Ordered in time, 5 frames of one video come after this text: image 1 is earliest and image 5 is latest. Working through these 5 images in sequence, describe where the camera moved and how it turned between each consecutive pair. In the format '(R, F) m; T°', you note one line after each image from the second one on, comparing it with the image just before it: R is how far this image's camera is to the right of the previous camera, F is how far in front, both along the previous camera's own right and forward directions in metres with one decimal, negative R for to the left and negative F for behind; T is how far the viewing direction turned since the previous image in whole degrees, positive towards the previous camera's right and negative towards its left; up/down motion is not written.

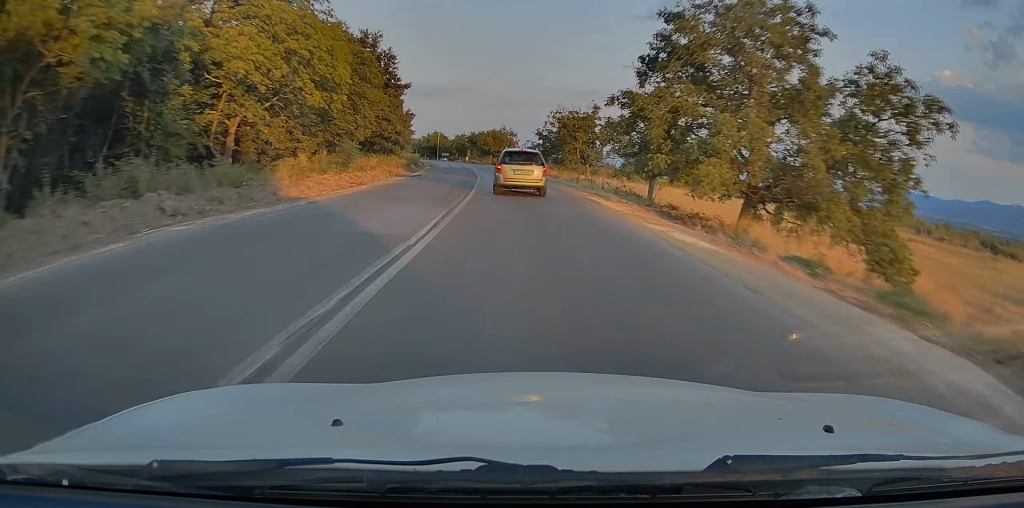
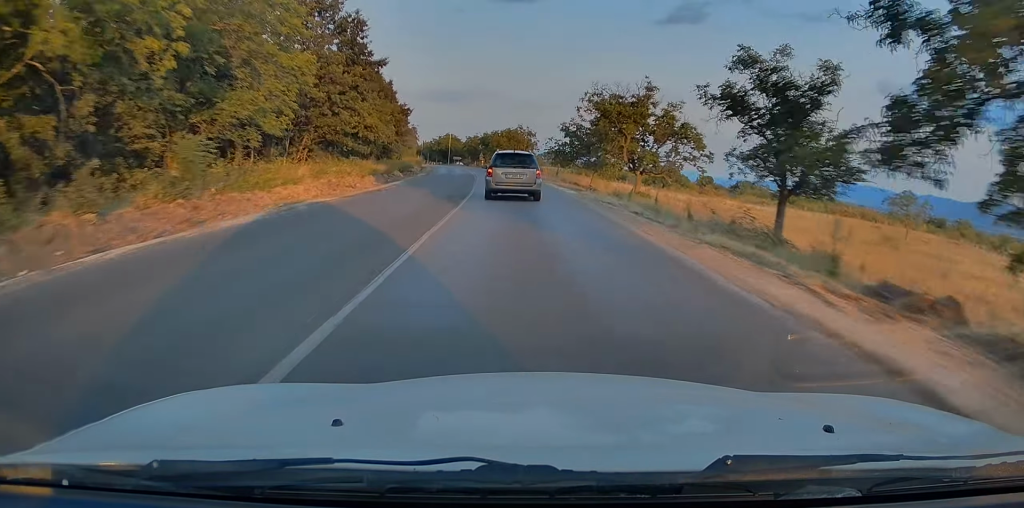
(-0.2, +16.2) m; -2°
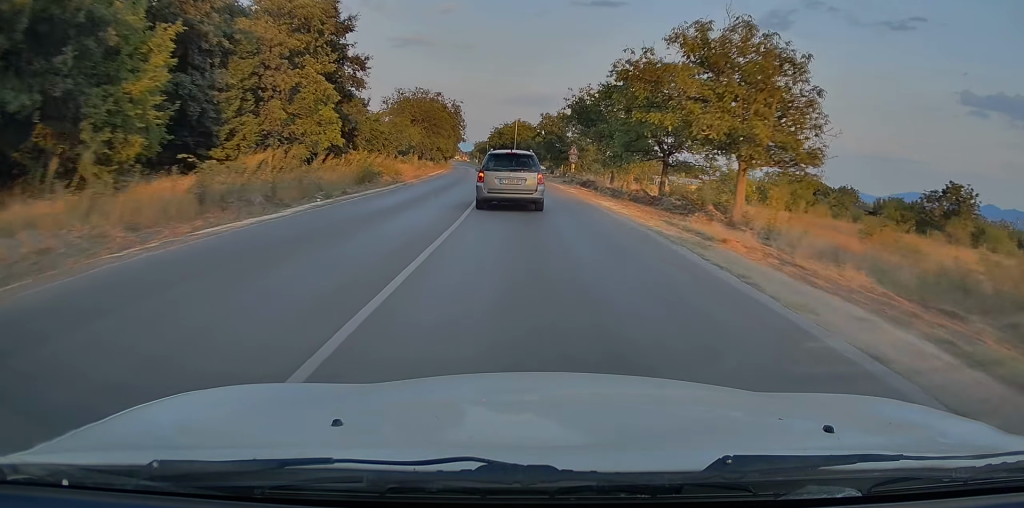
(-6.1, +73.8) m; -8°
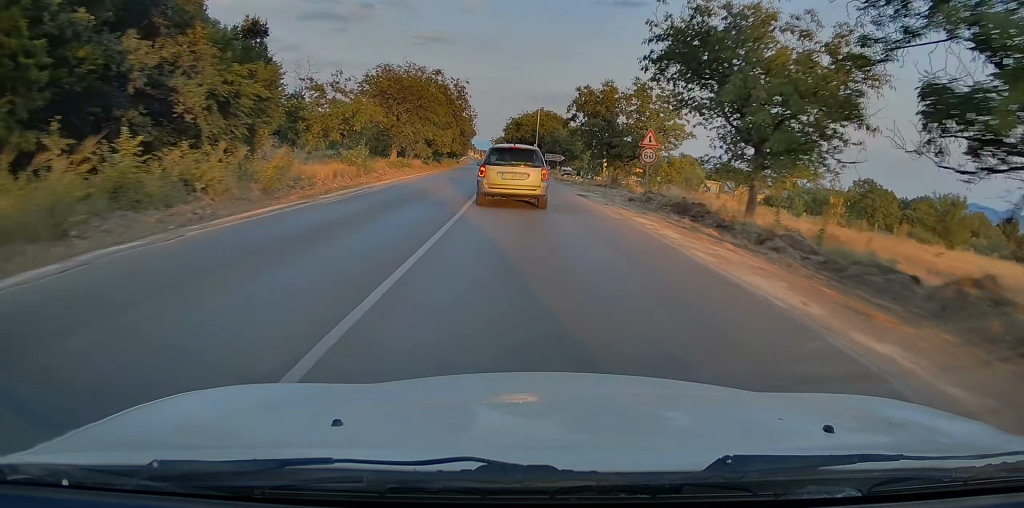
(+0.1, +24.4) m; -1°
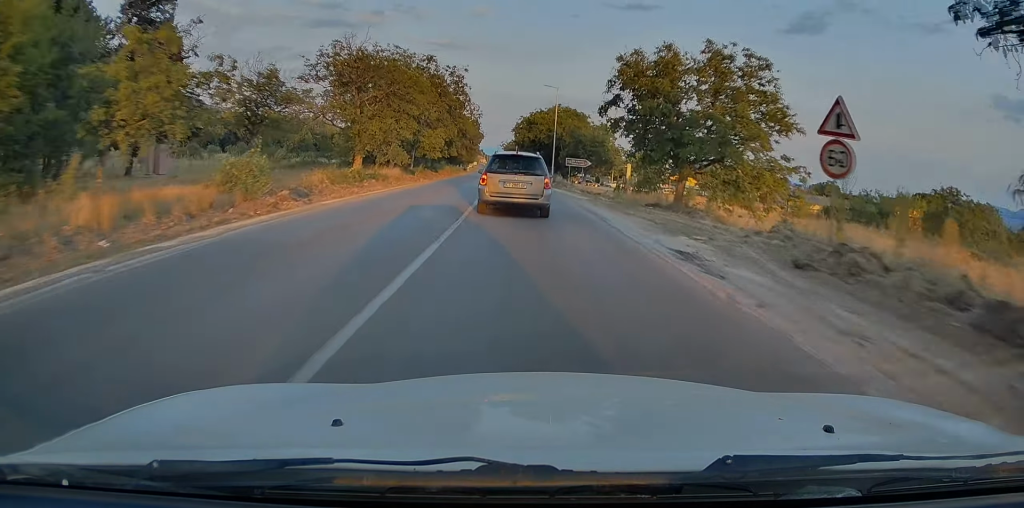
(-0.4, +15.5) m; -1°
